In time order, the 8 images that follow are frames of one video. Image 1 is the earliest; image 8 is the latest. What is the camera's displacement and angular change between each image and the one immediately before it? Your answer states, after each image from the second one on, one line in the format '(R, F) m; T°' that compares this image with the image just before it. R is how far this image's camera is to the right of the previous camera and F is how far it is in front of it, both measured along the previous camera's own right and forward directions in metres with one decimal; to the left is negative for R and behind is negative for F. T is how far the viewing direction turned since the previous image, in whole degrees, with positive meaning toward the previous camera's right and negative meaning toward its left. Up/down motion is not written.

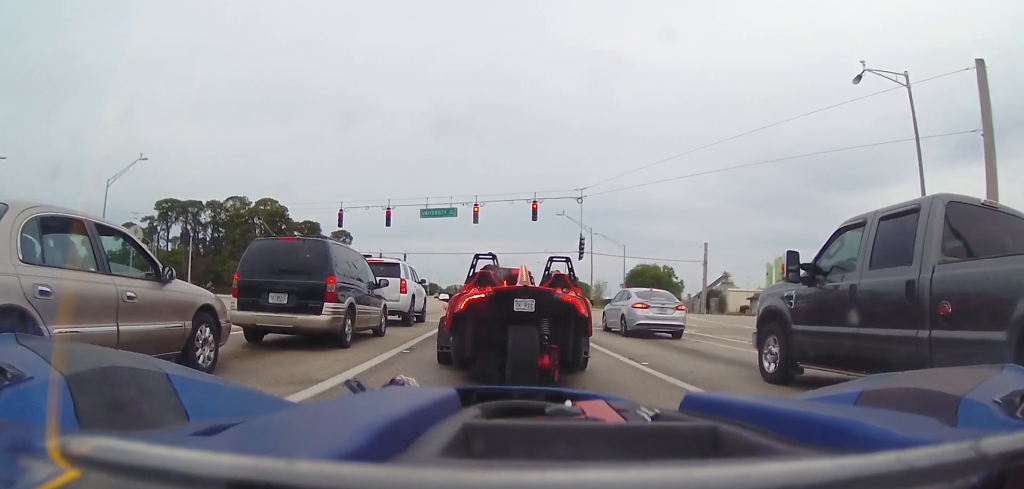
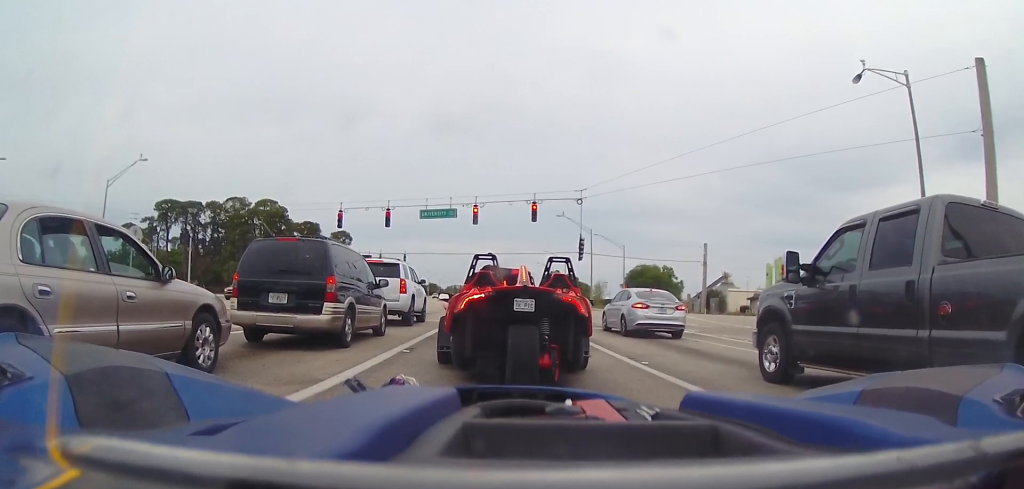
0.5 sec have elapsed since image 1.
(0.0, 0.0) m; 0°
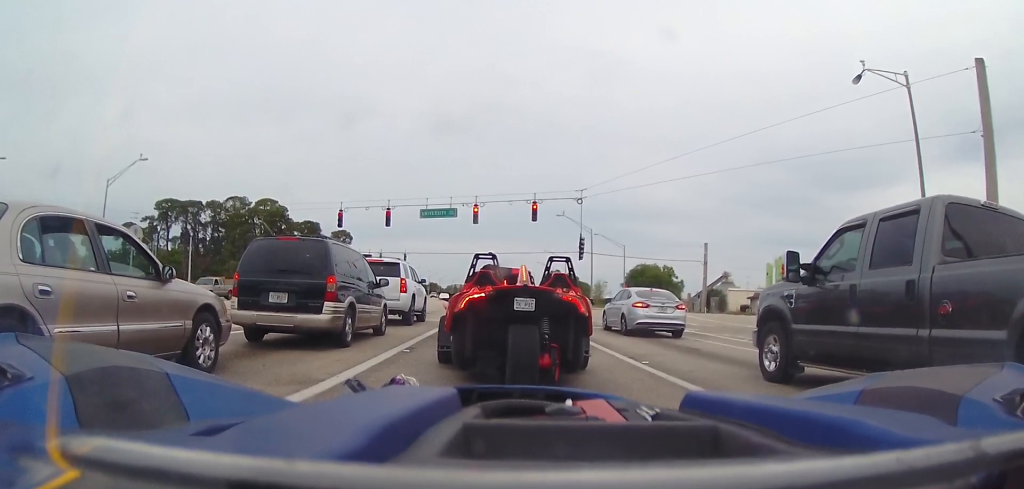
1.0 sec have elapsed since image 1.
(0.0, 0.0) m; 0°
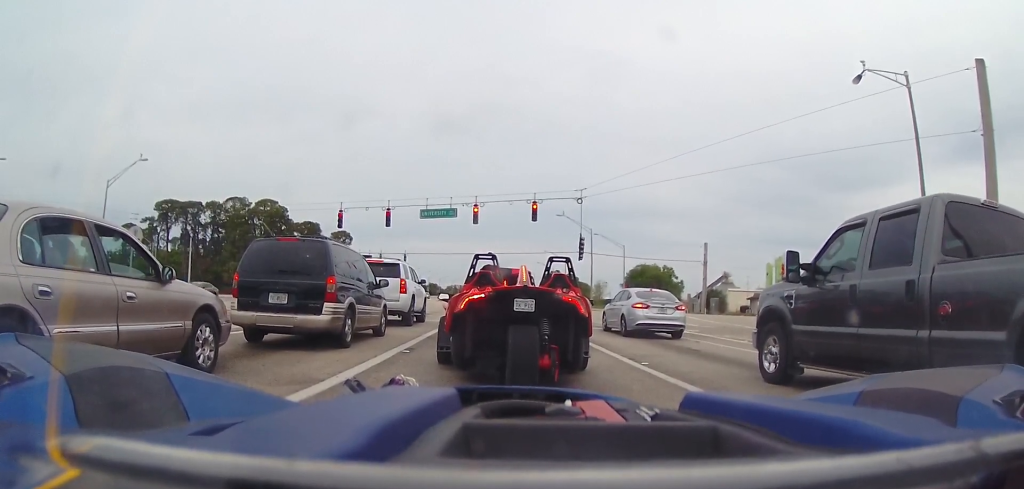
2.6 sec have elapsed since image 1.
(0.0, 0.0) m; 0°
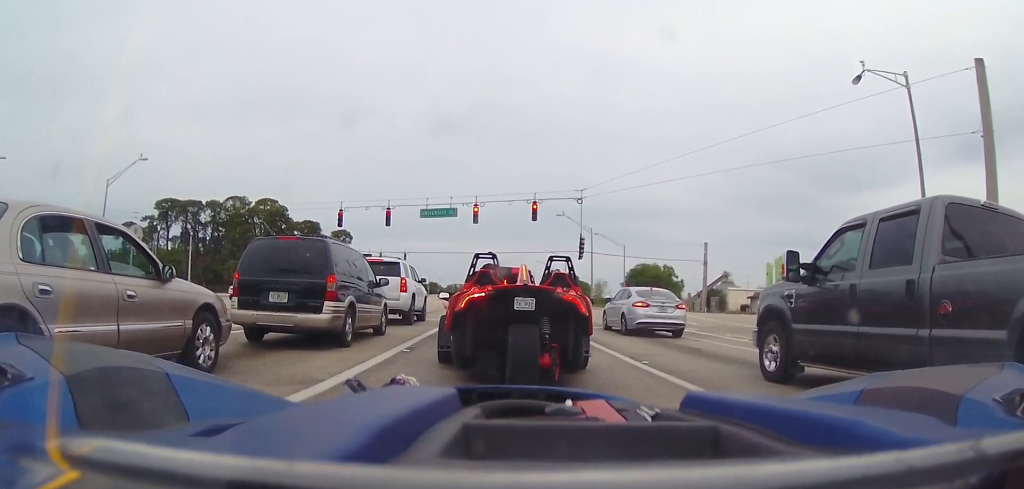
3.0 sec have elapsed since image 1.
(0.0, 0.0) m; 0°
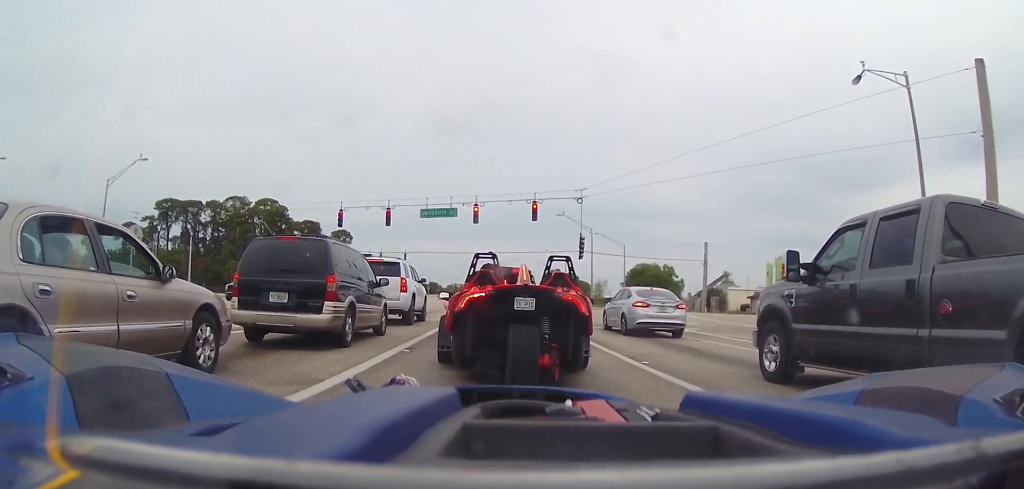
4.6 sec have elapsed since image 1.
(0.0, 0.0) m; 0°
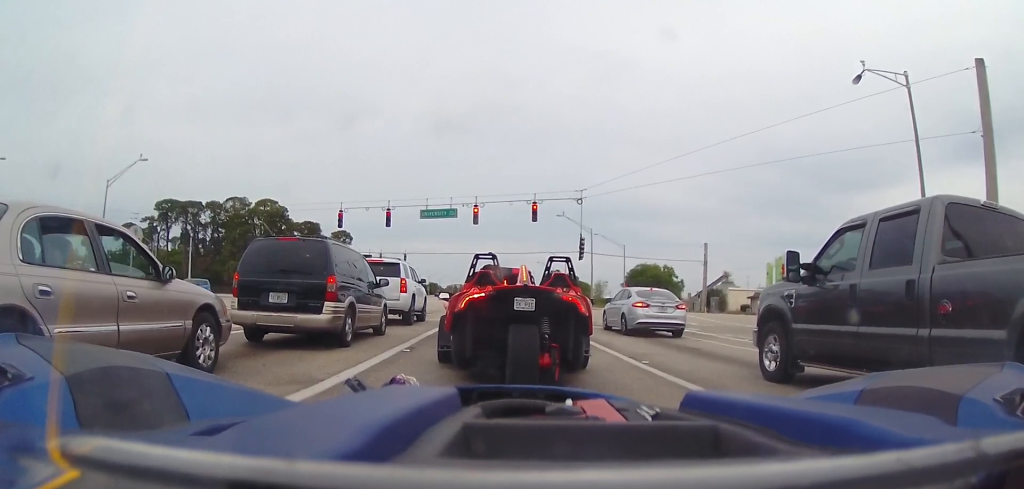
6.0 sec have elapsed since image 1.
(0.0, 0.0) m; 0°
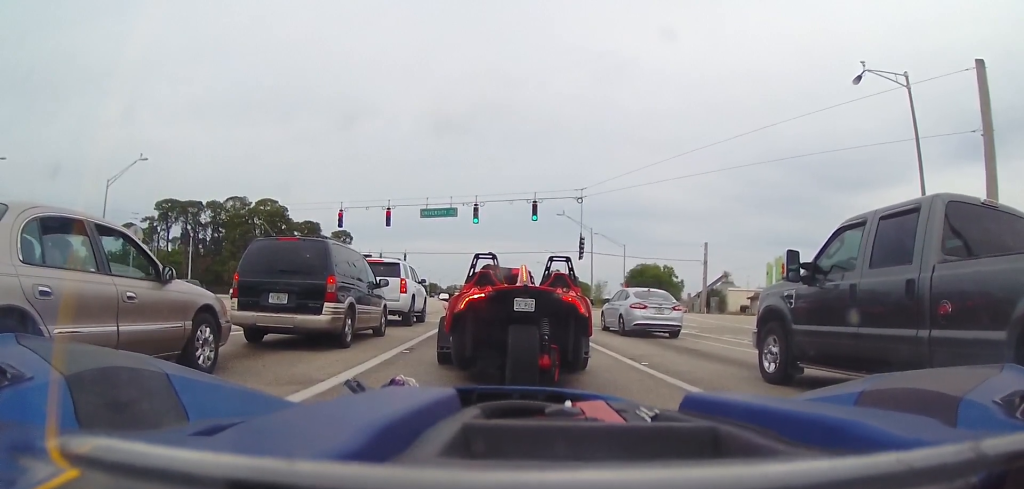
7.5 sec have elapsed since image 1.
(0.0, 0.0) m; 0°
